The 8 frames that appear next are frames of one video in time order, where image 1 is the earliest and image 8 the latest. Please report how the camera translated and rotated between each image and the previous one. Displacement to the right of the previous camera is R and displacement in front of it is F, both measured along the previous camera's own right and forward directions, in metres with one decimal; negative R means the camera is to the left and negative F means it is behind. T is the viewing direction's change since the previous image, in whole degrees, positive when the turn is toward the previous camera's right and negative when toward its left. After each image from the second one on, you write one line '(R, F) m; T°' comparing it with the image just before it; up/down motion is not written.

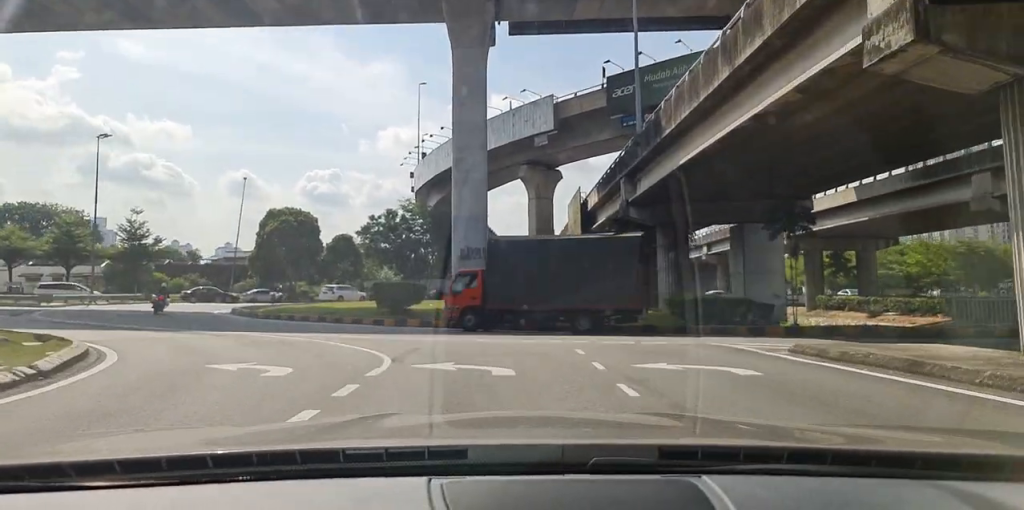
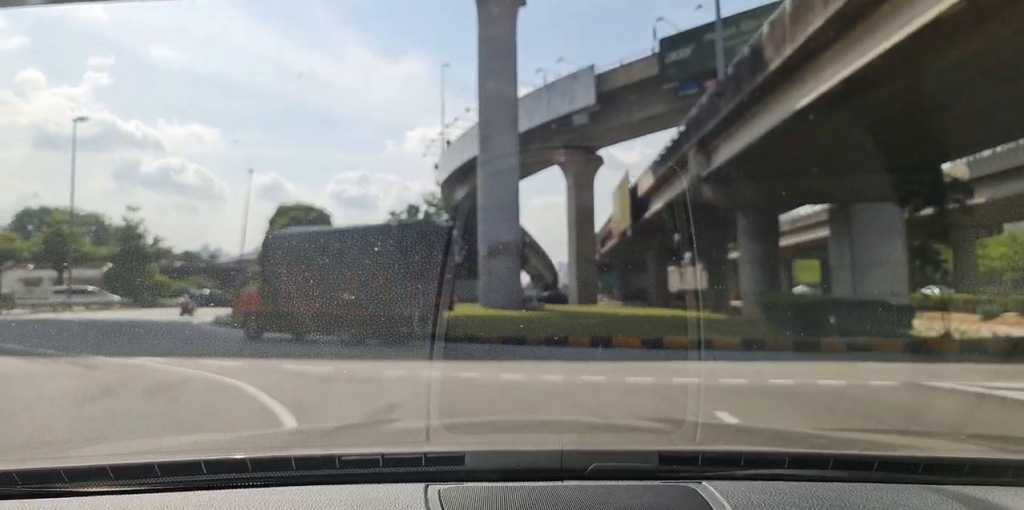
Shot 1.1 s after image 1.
(0.0, +10.1) m; -2°
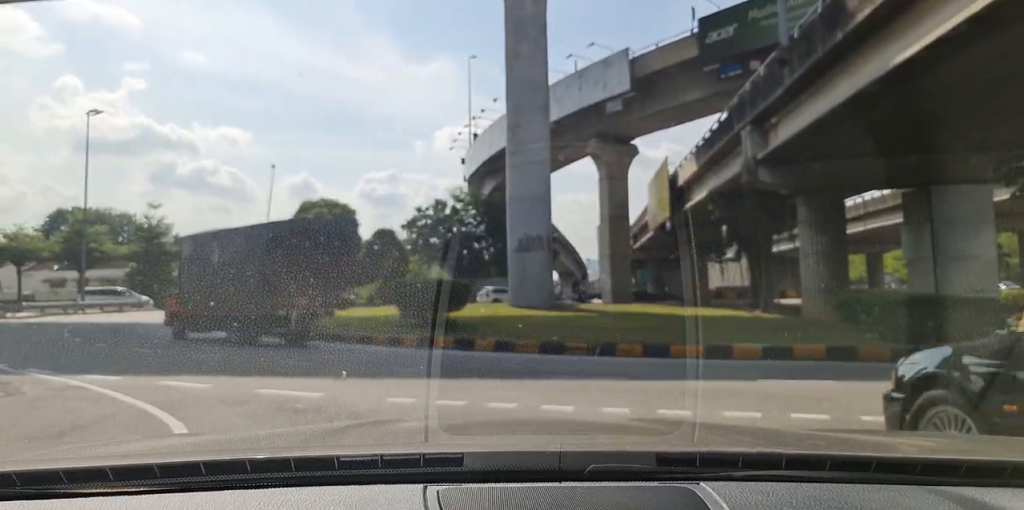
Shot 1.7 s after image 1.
(+0.1, +5.1) m; -6°
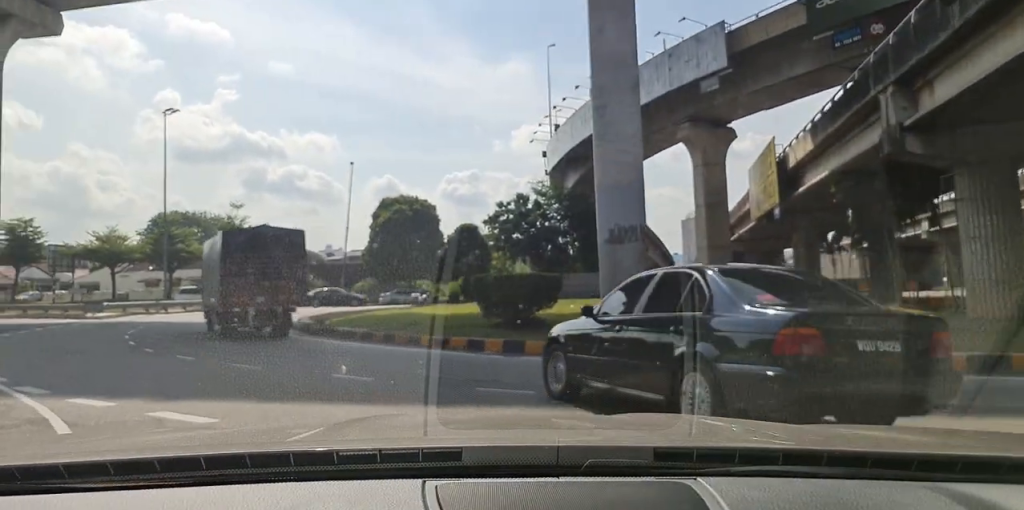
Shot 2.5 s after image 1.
(-0.8, +6.4) m; -11°
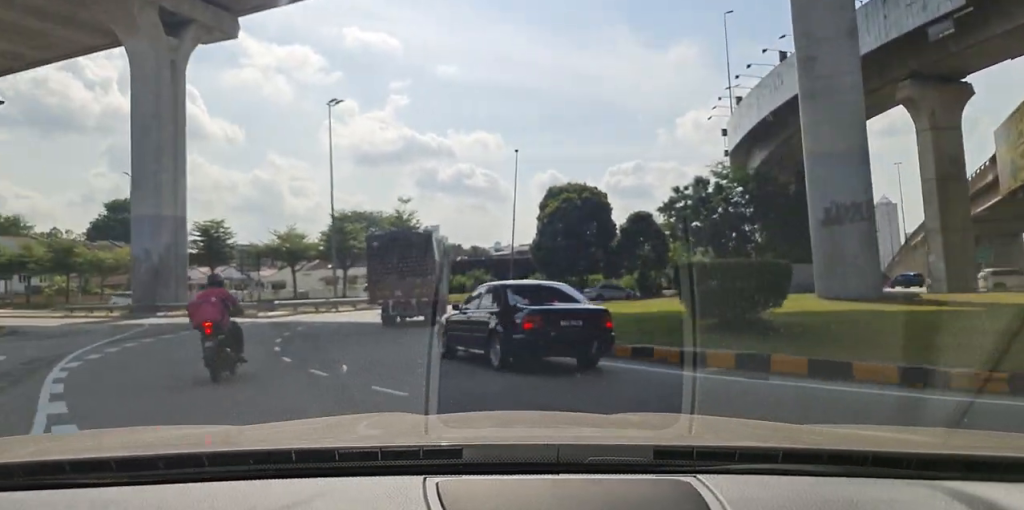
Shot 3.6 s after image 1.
(-0.7, +6.9) m; -6°
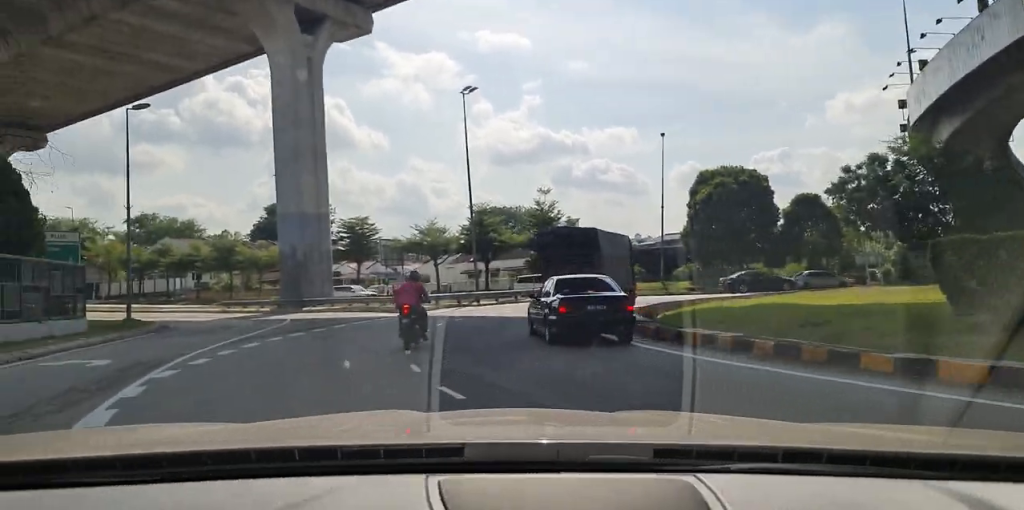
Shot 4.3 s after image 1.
(-0.1, +4.5) m; -4°
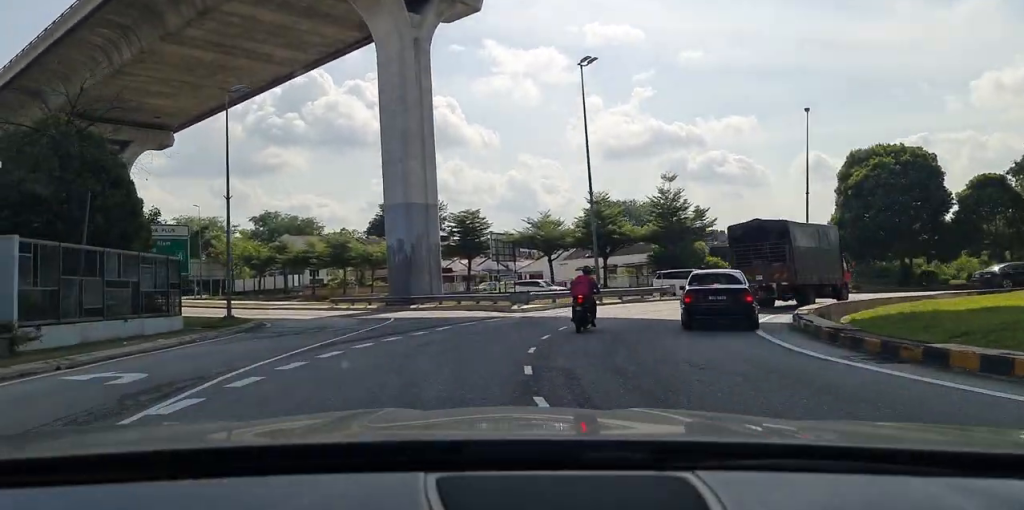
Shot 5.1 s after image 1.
(0.0, +4.5) m; -6°
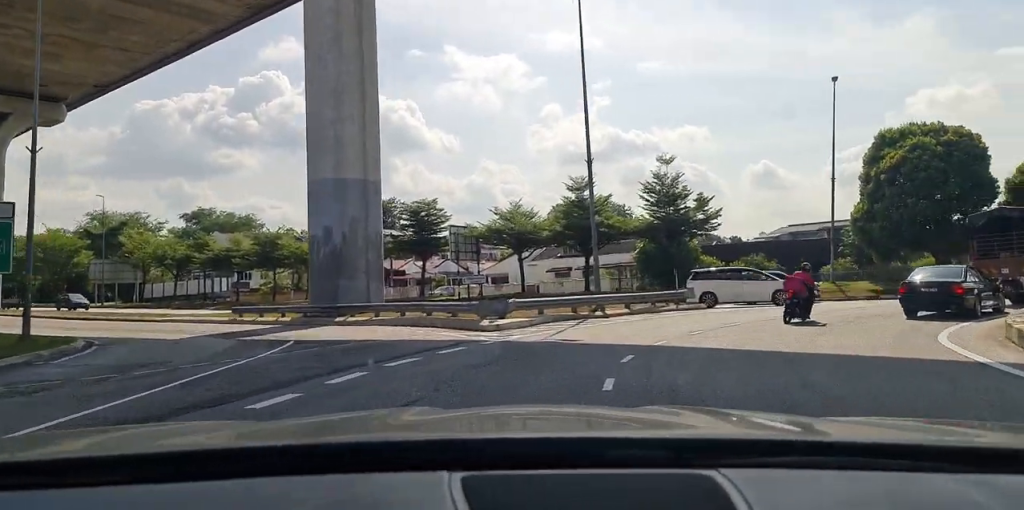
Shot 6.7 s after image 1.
(-1.1, +9.4) m; -3°
